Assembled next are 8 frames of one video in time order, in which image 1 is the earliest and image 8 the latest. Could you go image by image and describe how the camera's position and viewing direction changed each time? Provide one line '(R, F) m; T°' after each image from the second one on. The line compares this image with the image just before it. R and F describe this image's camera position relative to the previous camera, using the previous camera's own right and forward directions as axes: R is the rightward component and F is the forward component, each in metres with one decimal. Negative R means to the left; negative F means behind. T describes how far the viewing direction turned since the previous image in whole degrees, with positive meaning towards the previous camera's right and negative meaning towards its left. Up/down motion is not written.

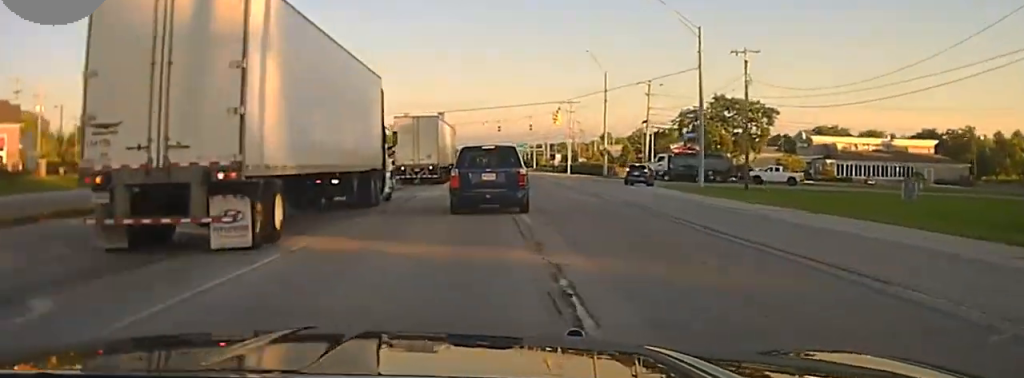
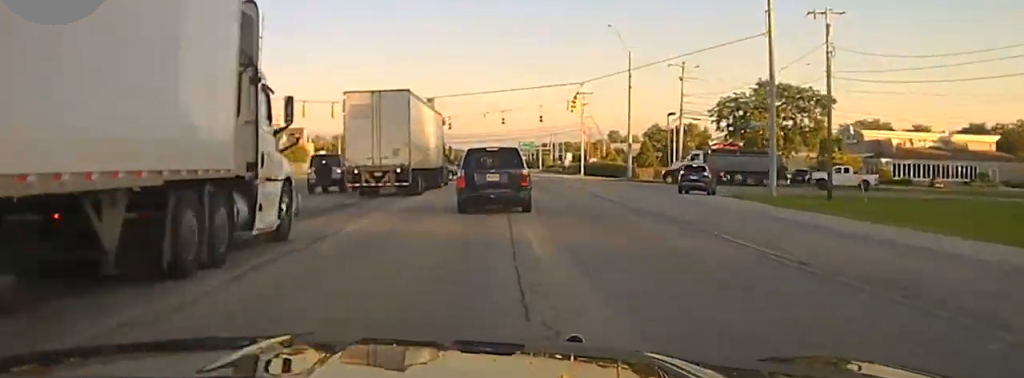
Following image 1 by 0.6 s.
(+0.2, +17.5) m; 0°
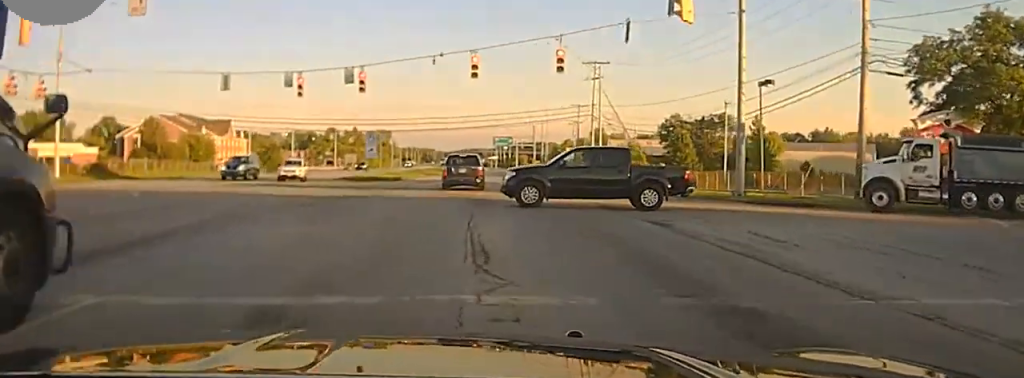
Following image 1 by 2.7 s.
(+0.2, +51.5) m; 0°
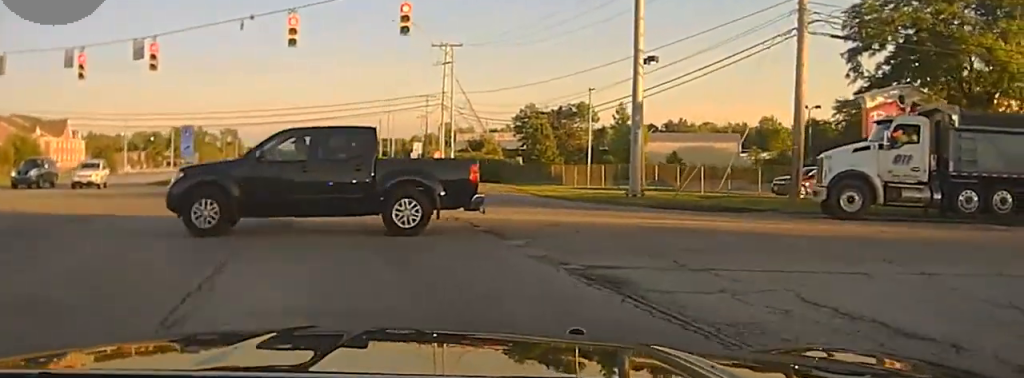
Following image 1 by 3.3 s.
(0.0, +11.9) m; 0°
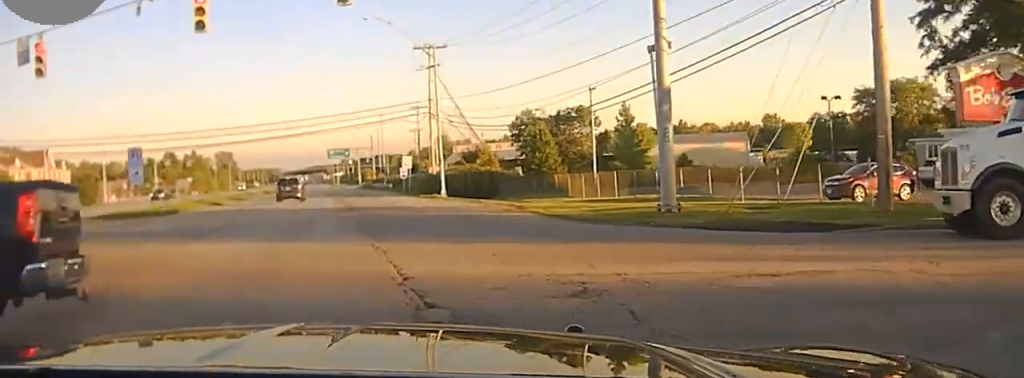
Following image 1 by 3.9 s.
(0.0, +9.9) m; 0°
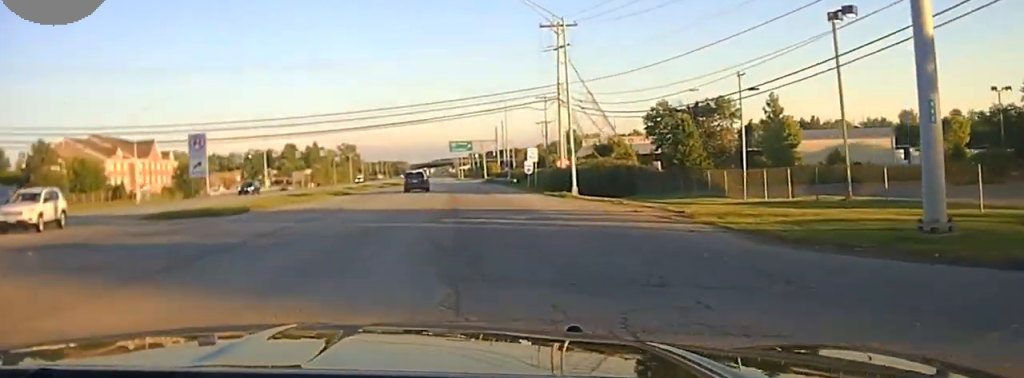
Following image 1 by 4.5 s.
(-0.1, +10.3) m; 0°
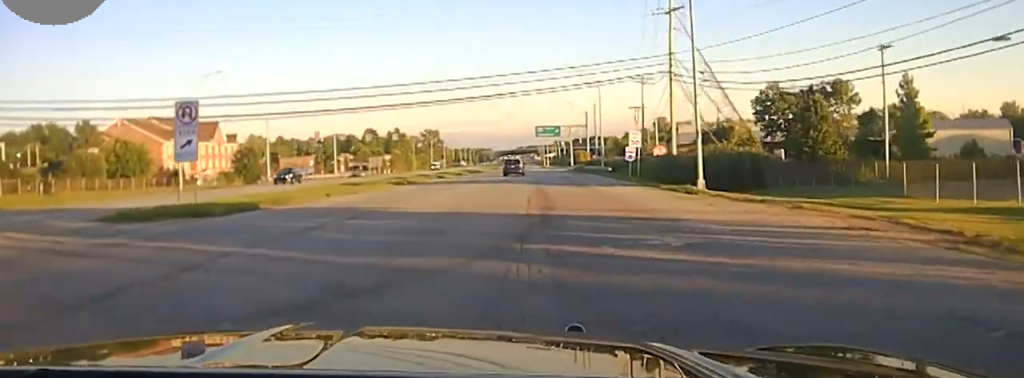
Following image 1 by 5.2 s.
(0.0, +11.5) m; 0°
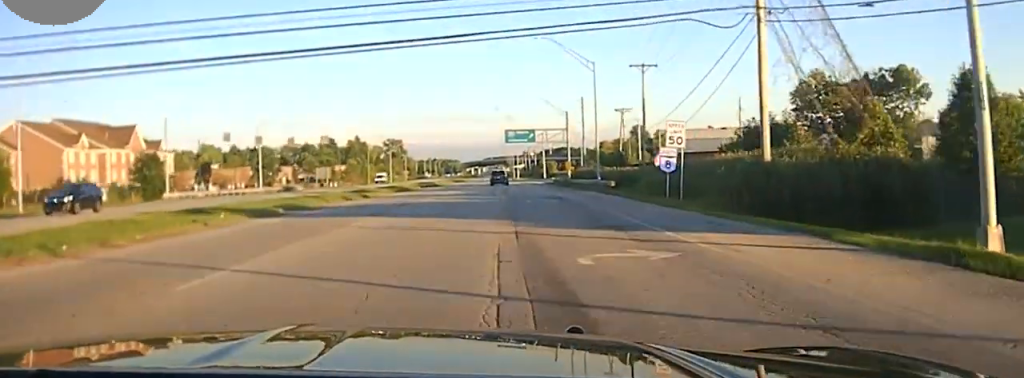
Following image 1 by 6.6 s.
(0.0, +25.3) m; 0°
